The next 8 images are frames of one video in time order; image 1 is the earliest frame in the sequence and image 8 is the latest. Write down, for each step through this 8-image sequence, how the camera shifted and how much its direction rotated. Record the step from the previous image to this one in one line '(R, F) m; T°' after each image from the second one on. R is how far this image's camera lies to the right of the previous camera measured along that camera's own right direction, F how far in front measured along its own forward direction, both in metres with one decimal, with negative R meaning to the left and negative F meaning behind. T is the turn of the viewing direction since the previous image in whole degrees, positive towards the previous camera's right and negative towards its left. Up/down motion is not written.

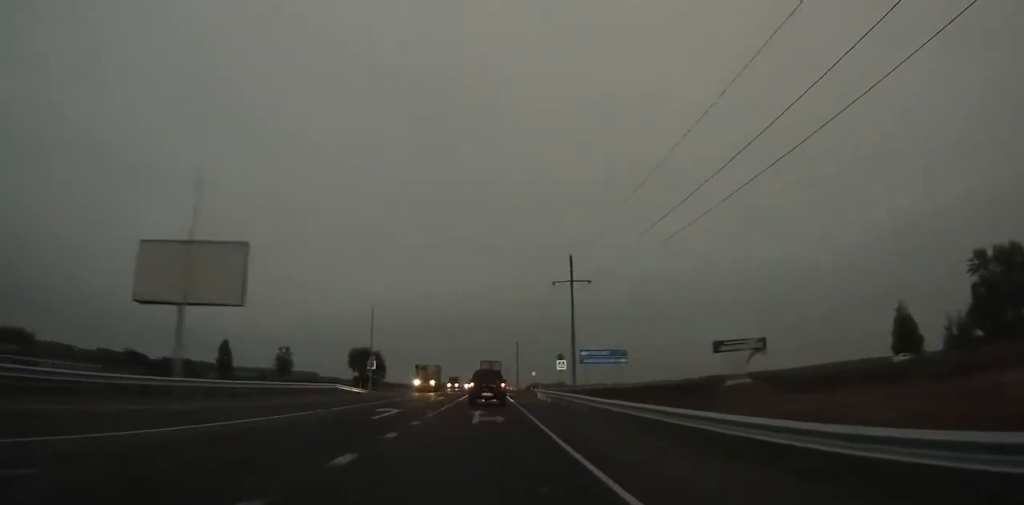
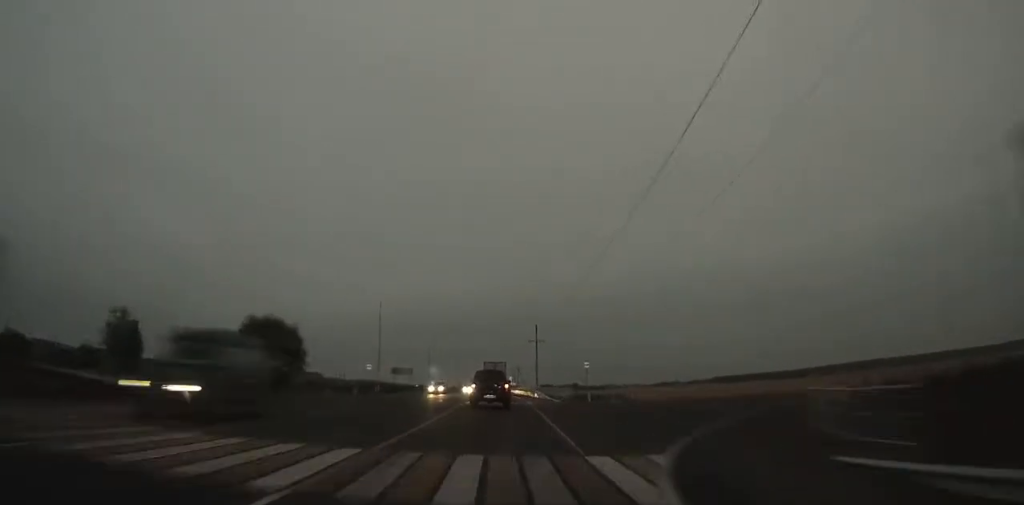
(-0.3, +54.2) m; -1°
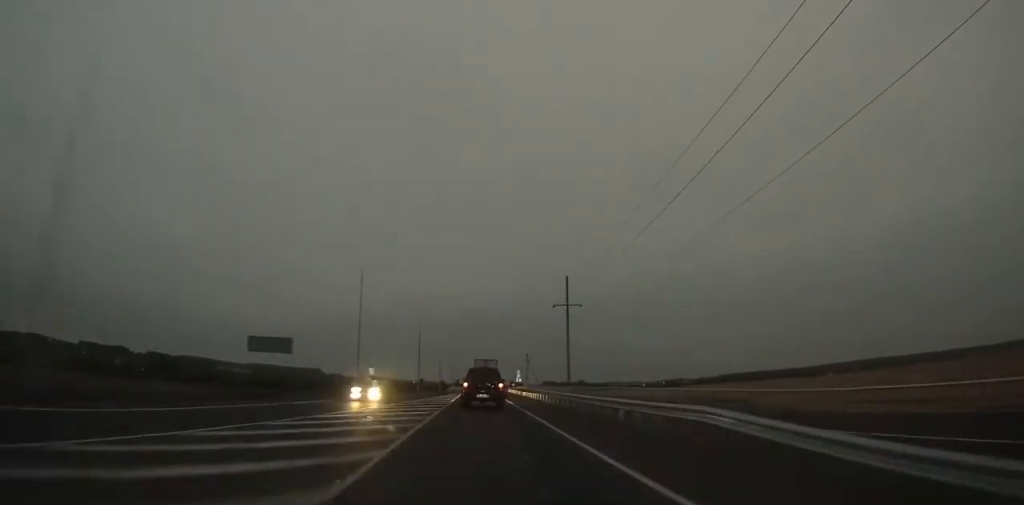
(-0.3, +49.6) m; -1°
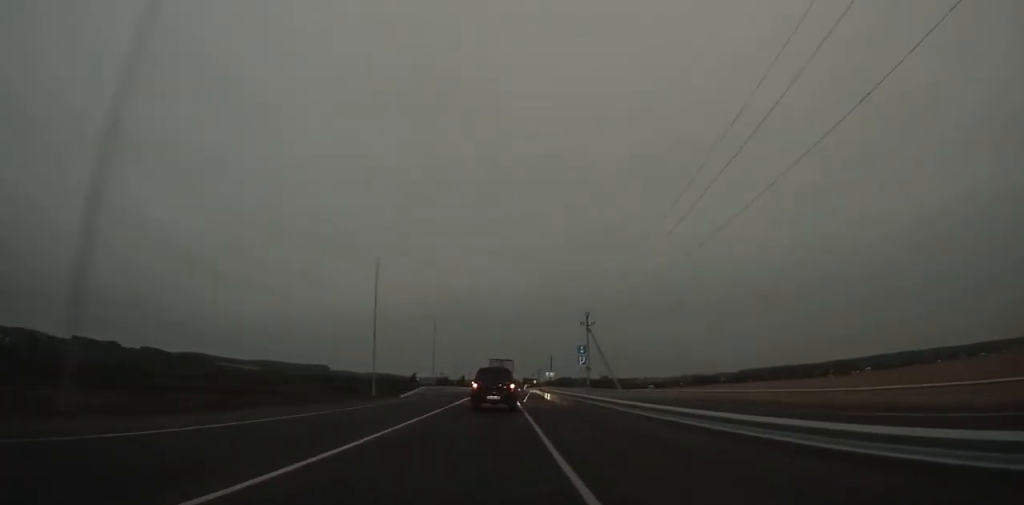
(-0.3, +68.0) m; 0°
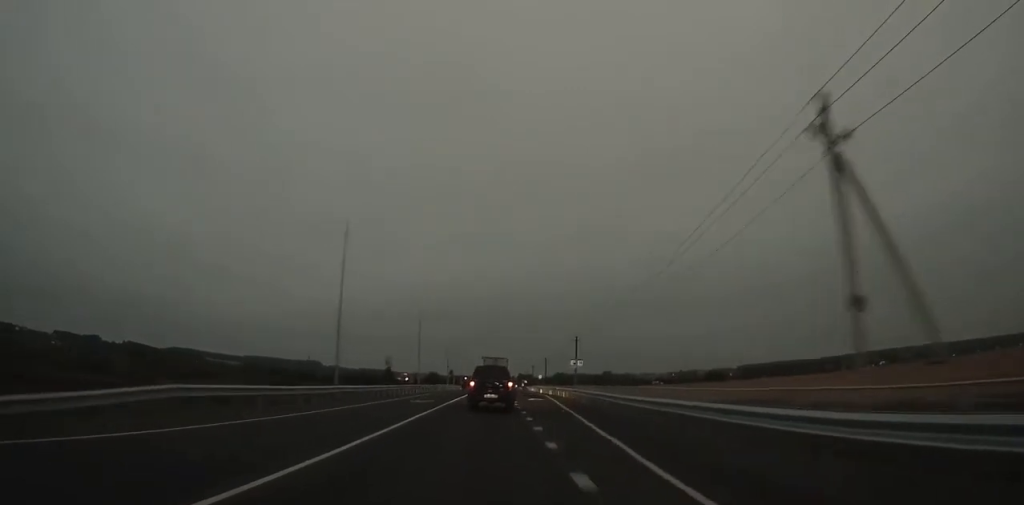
(0.0, +44.2) m; 0°
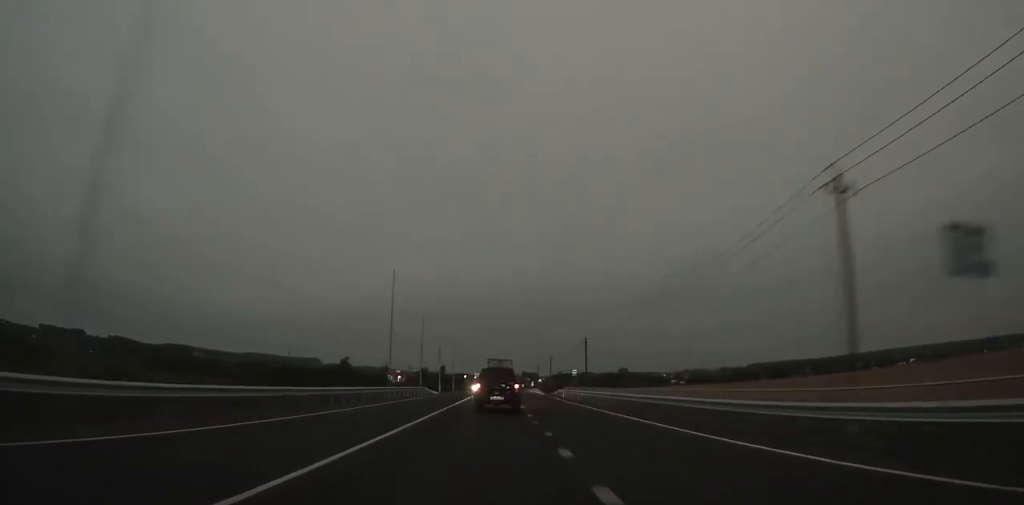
(0.0, +56.6) m; 0°
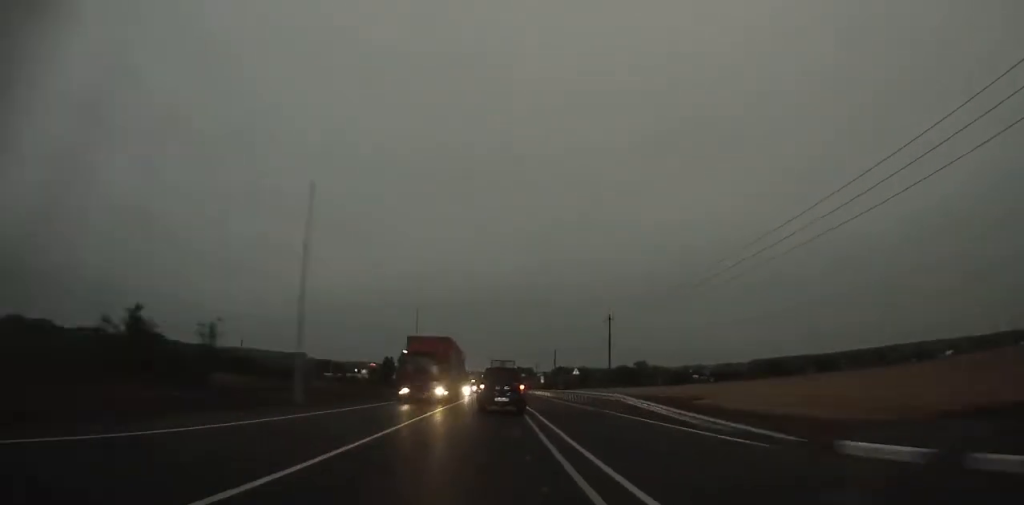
(+0.3, +77.9) m; 0°
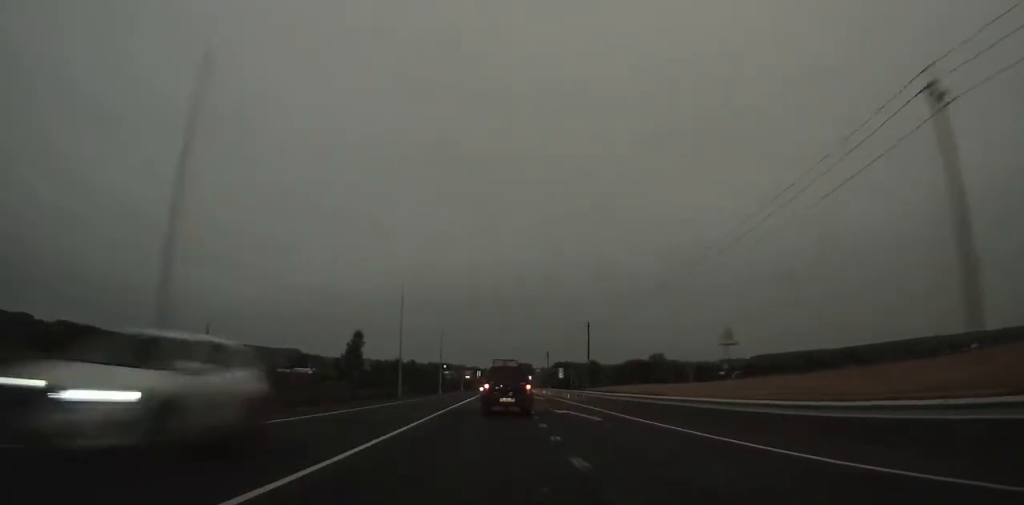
(+0.1, +46.7) m; 0°
